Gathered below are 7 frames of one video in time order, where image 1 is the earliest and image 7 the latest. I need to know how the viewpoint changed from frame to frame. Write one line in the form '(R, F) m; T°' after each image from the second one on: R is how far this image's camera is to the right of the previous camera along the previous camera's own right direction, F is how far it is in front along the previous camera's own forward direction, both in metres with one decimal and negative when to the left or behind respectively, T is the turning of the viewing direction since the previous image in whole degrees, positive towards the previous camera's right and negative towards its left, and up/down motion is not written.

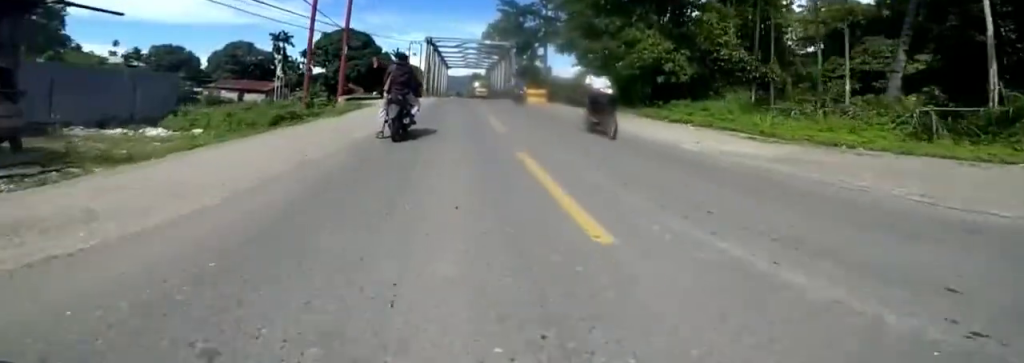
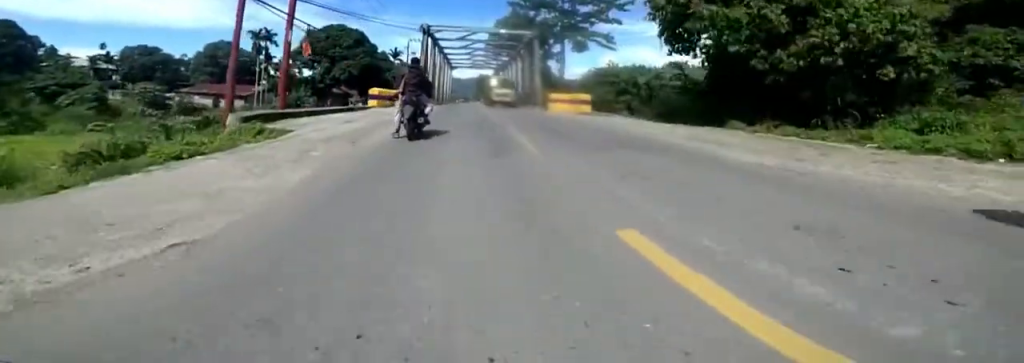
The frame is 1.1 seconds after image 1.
(-0.5, +8.1) m; -4°
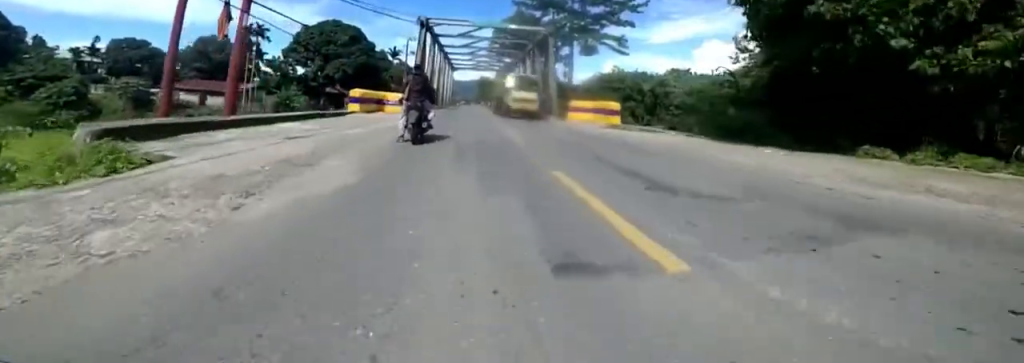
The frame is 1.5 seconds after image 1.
(0.0, +3.4) m; 0°
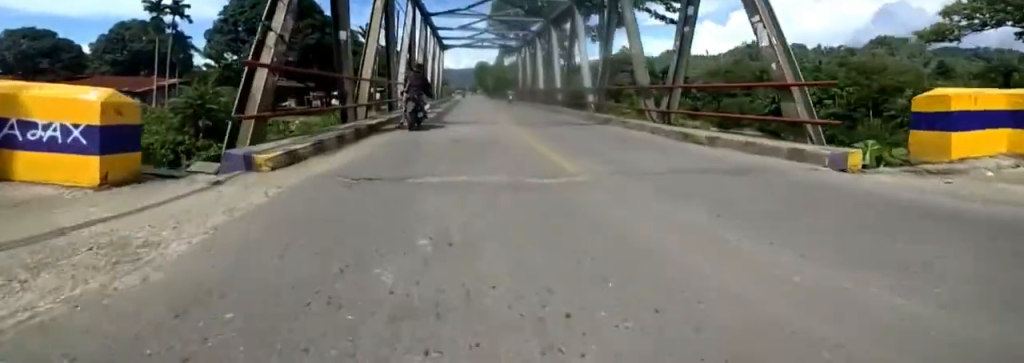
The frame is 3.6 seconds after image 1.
(-0.1, +14.9) m; 0°
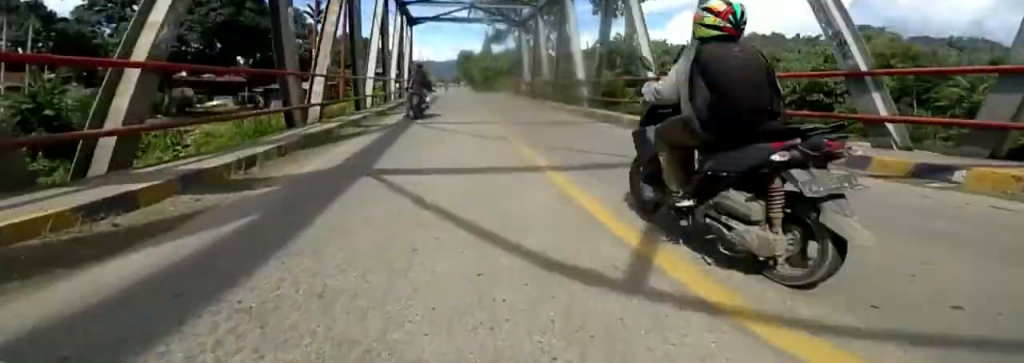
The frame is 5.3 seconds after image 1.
(0.0, +12.4) m; 0°
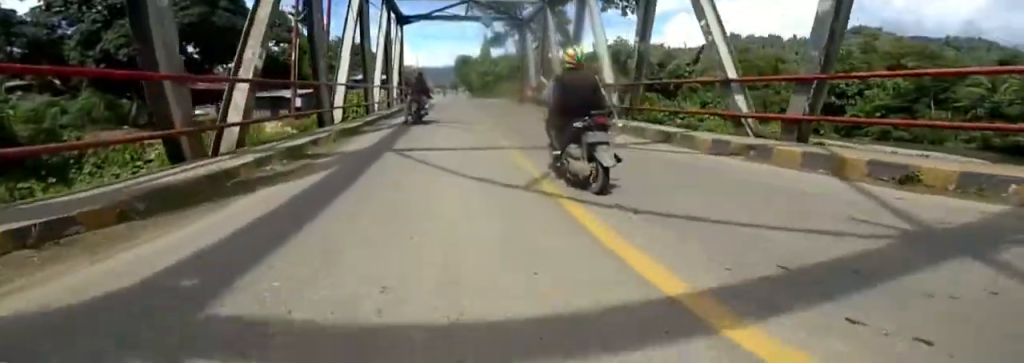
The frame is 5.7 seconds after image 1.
(0.0, +3.0) m; 0°
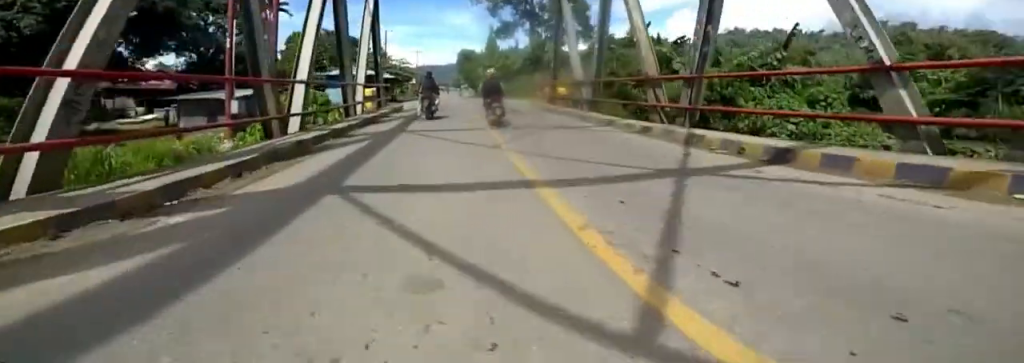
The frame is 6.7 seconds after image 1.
(0.0, +7.7) m; 0°
